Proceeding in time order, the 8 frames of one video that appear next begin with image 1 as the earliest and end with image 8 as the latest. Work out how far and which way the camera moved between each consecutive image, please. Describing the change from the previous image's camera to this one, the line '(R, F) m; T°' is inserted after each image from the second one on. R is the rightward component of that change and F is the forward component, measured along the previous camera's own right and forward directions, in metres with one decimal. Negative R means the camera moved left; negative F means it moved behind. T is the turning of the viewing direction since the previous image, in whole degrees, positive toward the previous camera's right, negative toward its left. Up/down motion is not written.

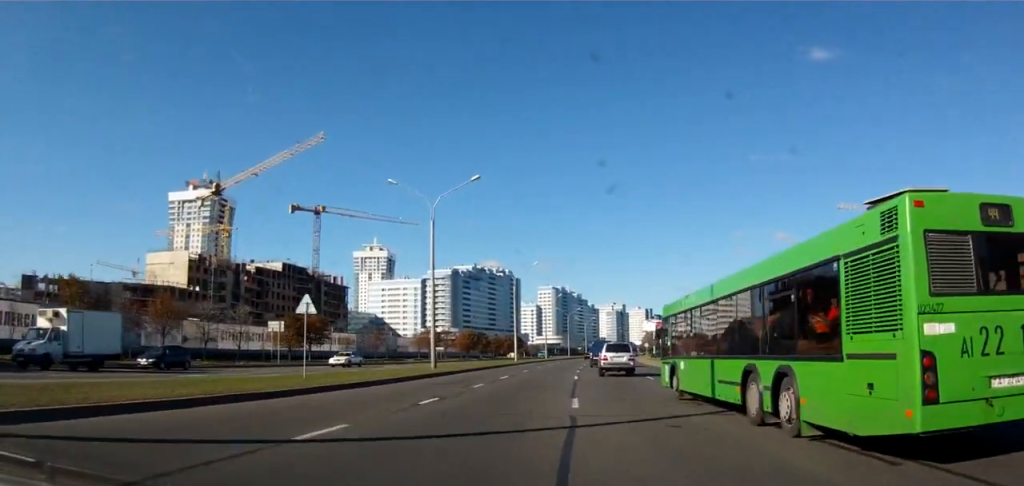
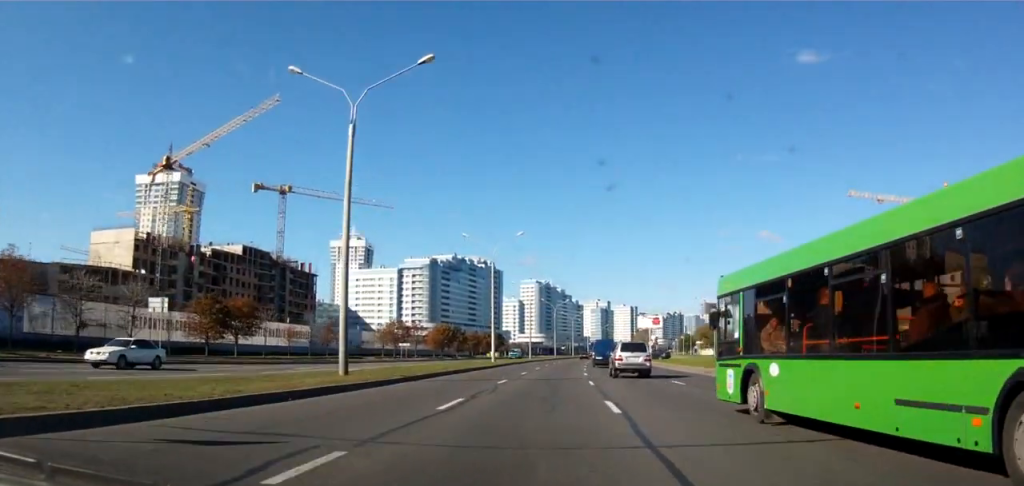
(-0.2, +17.4) m; -1°
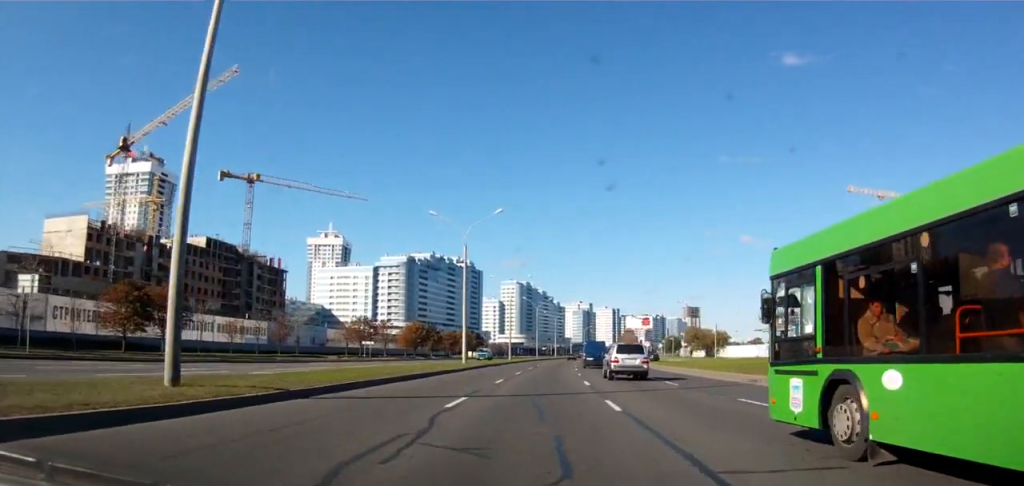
(0.0, +12.5) m; +1°
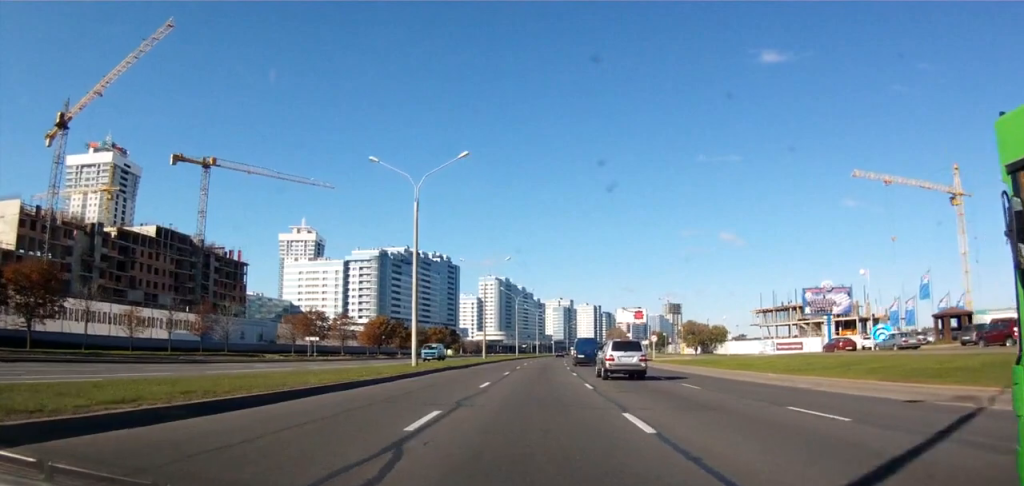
(+0.2, +18.1) m; +2°
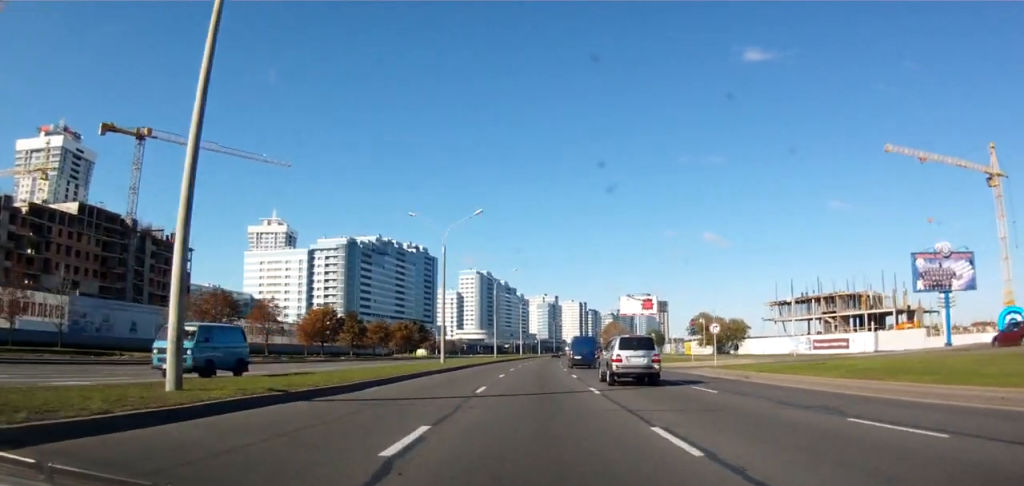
(+0.8, +28.5) m; +3°
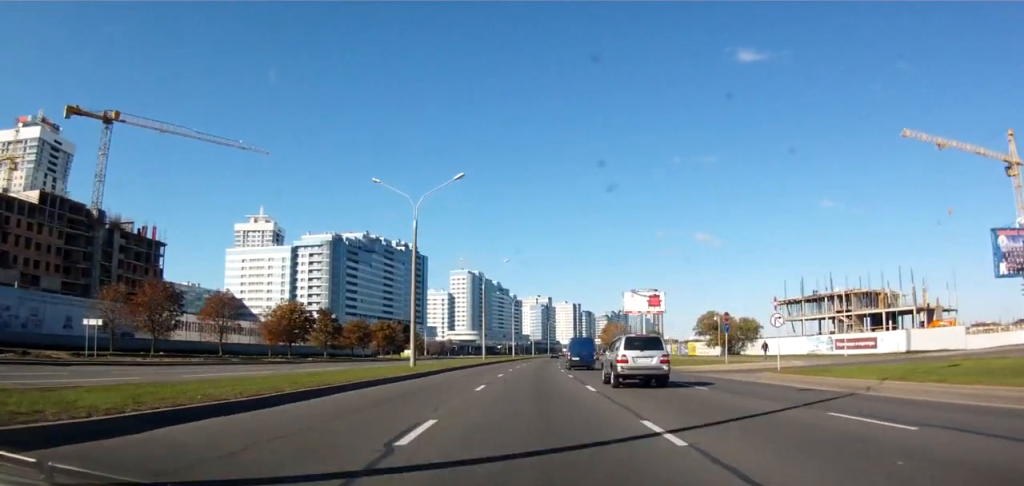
(+0.2, +11.8) m; +1°
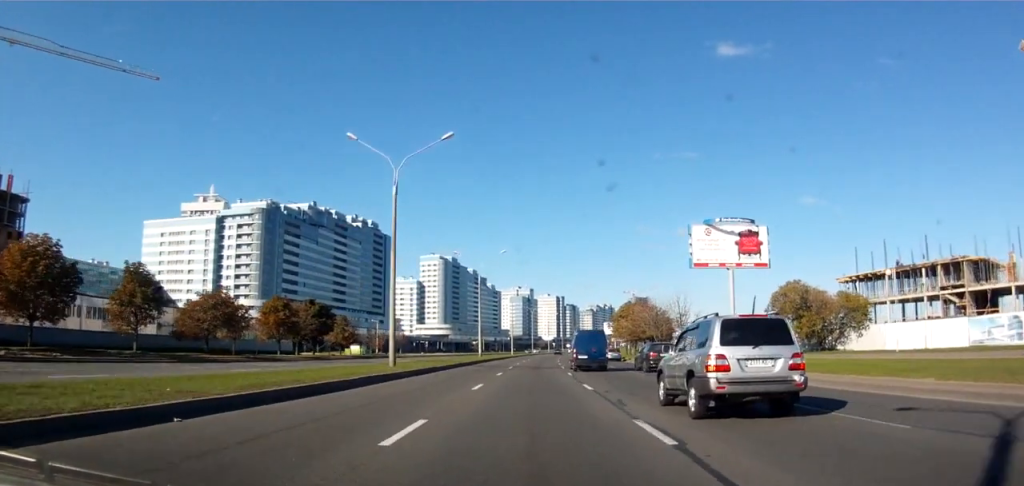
(+1.0, +48.2) m; +2°
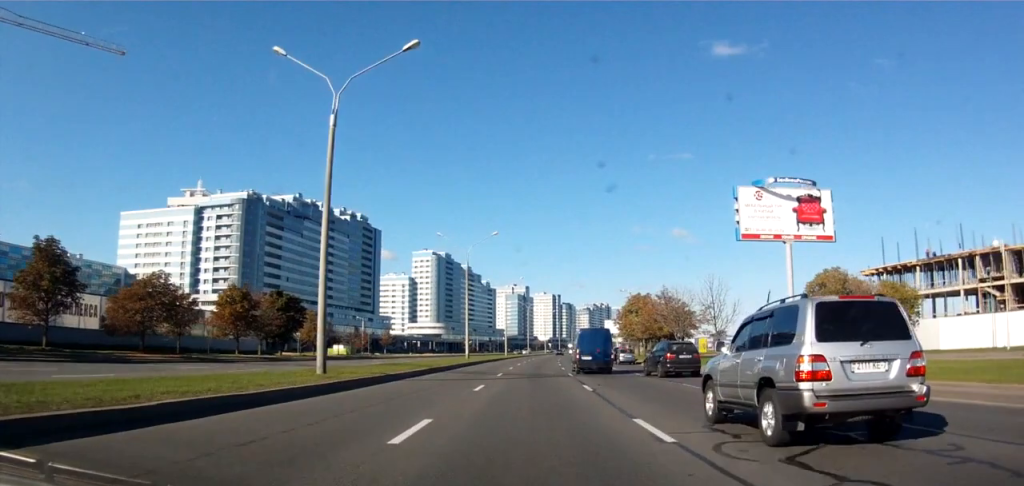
(0.0, +11.6) m; 0°
